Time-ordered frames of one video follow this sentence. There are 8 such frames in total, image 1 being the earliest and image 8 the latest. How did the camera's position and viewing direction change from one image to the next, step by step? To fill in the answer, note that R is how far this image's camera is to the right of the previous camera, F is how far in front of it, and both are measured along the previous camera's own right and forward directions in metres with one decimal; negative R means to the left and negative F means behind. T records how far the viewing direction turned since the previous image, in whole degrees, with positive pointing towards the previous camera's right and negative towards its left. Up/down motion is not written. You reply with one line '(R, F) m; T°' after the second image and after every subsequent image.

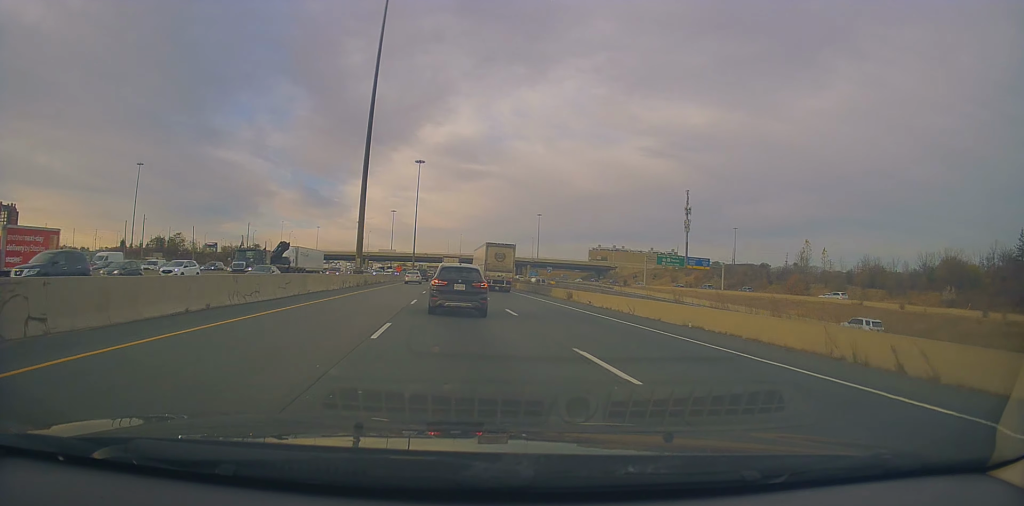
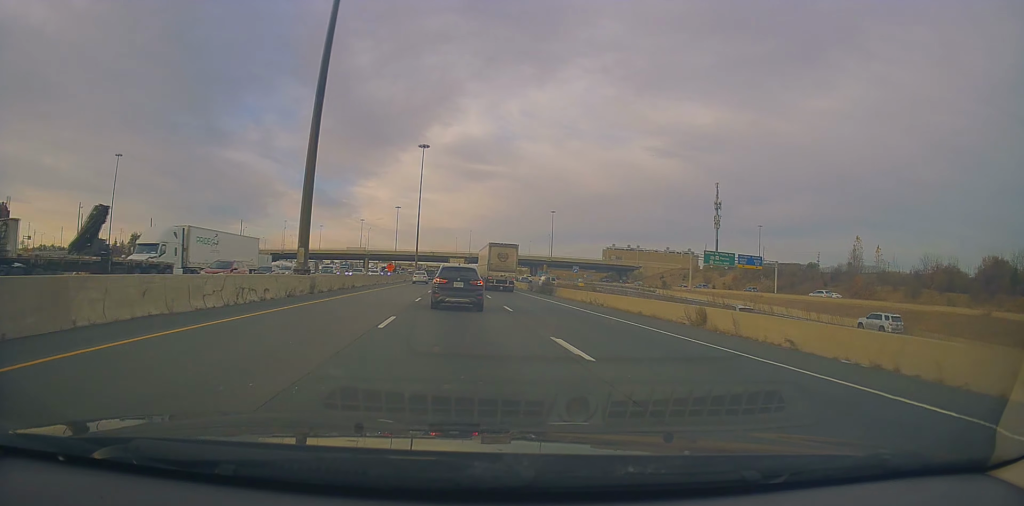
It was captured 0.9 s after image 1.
(-0.3, +22.2) m; 0°
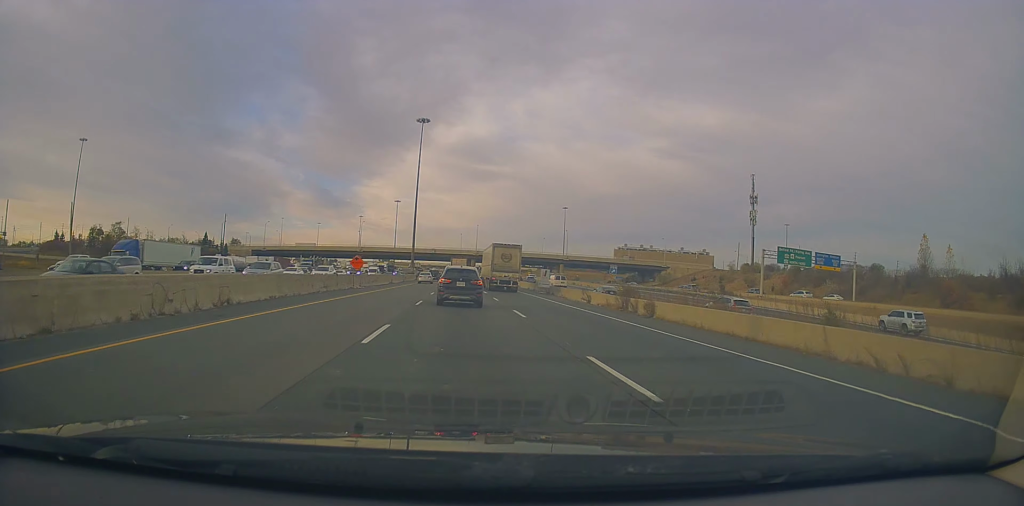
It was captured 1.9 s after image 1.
(+0.3, +26.0) m; -1°
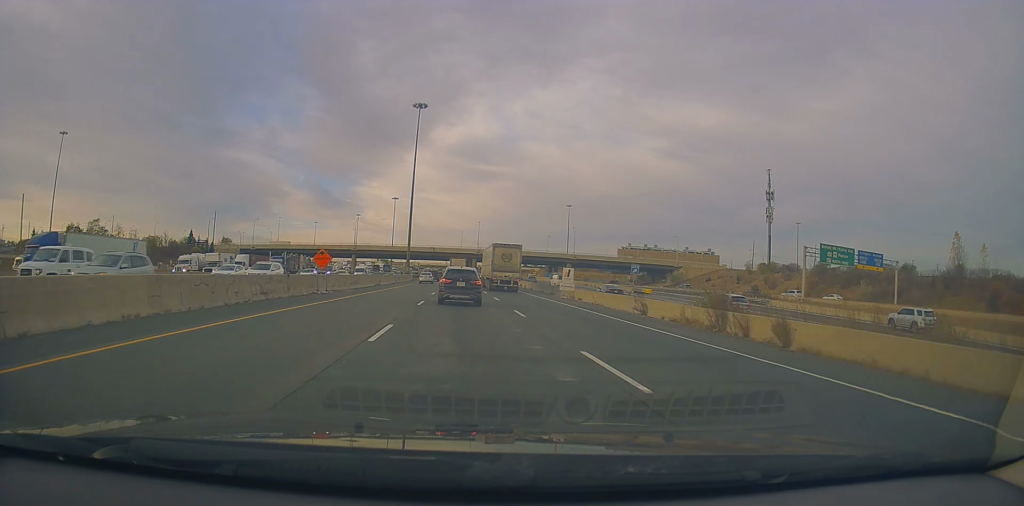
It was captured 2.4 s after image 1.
(-0.1, +11.8) m; 0°
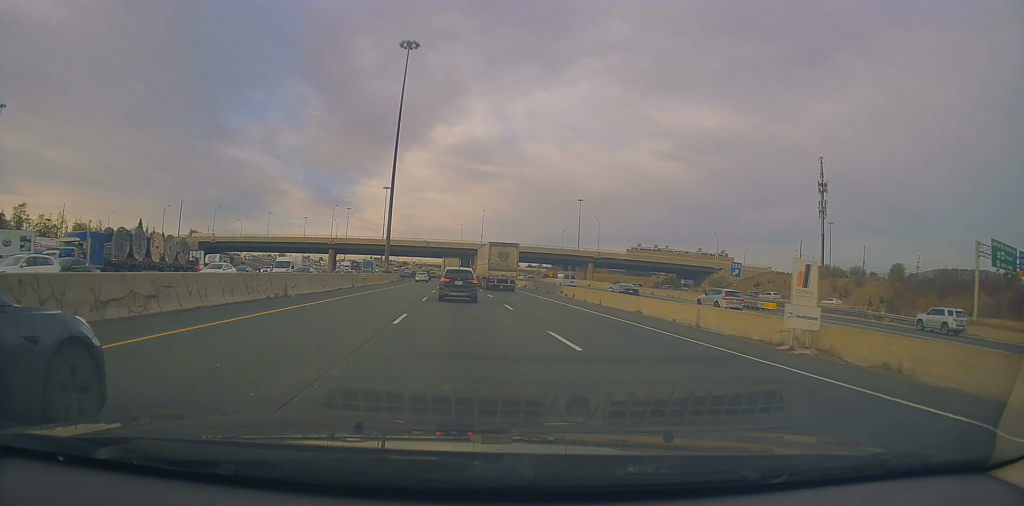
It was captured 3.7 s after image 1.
(-0.5, +32.7) m; 0°
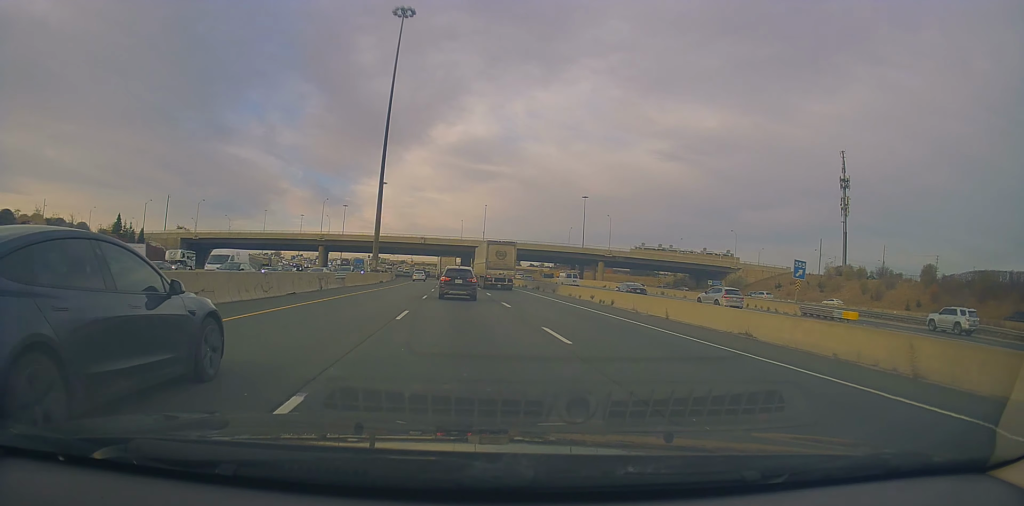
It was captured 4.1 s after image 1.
(+0.1, +11.2) m; 0°
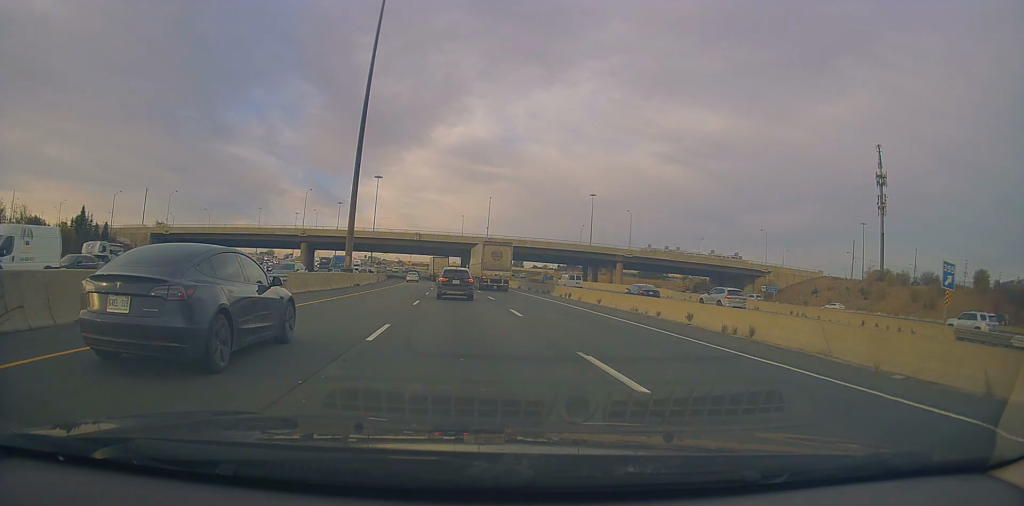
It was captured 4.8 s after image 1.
(0.0, +16.7) m; 0°
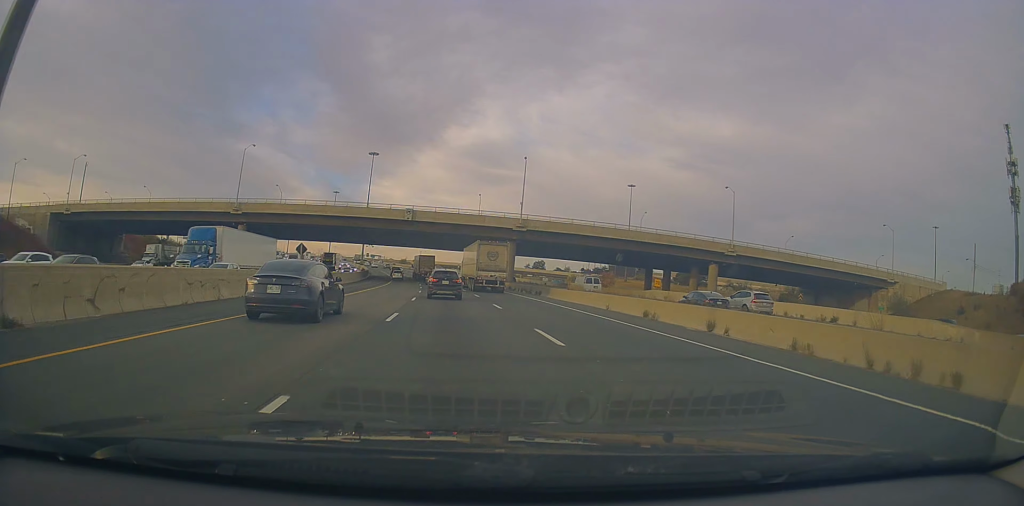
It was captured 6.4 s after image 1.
(-0.2, +42.9) m; -2°
